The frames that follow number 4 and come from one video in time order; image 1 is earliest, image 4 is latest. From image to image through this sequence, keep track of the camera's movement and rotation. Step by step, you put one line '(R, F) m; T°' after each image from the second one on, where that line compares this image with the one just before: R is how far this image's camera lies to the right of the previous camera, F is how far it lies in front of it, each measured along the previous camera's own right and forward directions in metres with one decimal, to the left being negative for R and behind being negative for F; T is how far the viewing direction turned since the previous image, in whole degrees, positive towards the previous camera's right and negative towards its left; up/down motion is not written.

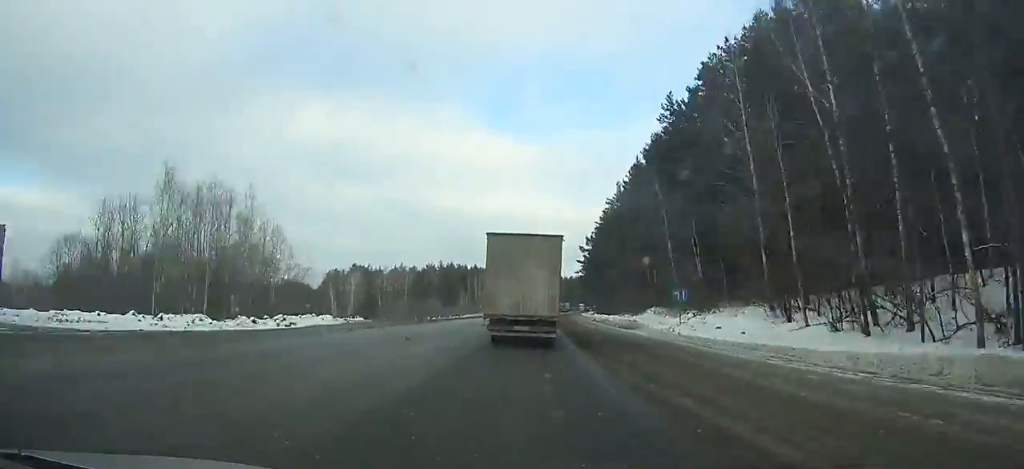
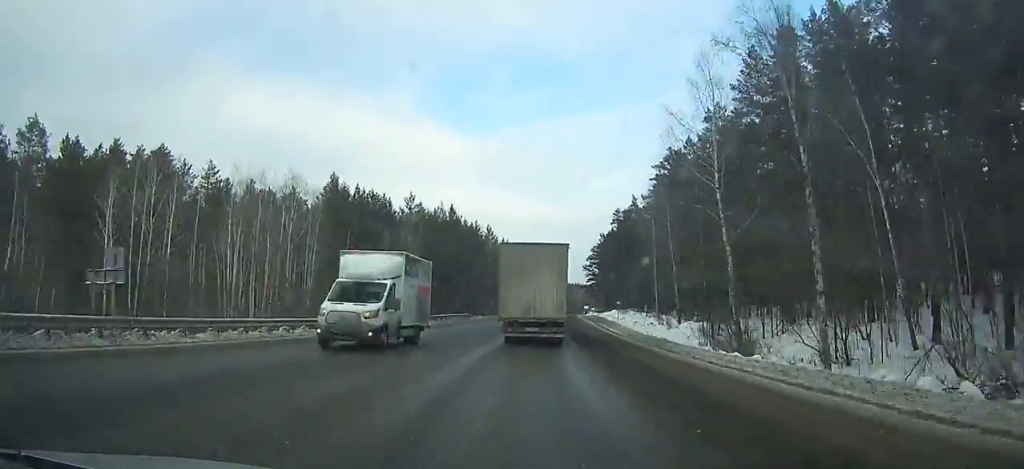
(+11.1, +195.8) m; +7°
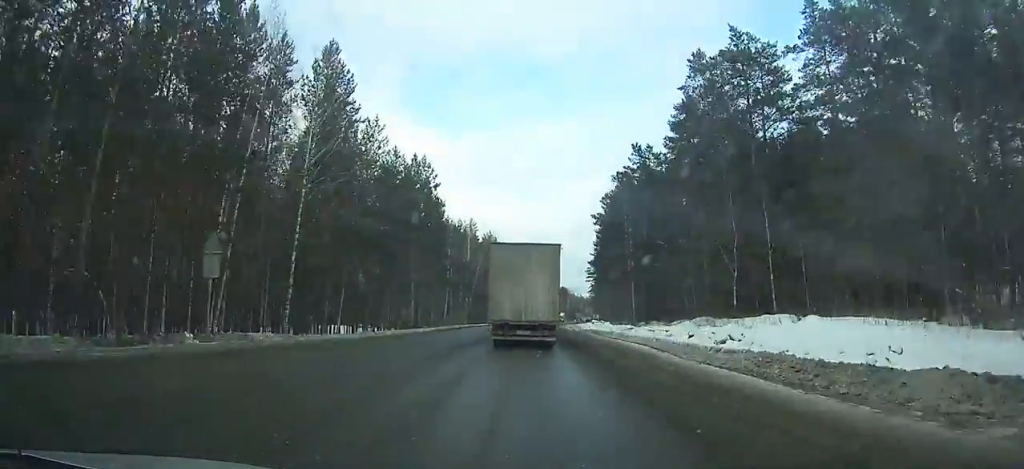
(+2.8, +79.2) m; +3°
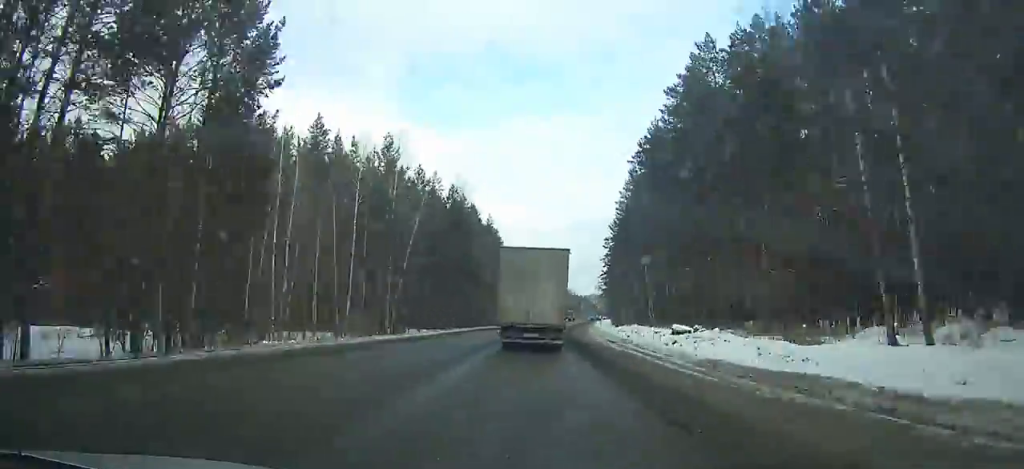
(+0.6, +48.9) m; +2°
